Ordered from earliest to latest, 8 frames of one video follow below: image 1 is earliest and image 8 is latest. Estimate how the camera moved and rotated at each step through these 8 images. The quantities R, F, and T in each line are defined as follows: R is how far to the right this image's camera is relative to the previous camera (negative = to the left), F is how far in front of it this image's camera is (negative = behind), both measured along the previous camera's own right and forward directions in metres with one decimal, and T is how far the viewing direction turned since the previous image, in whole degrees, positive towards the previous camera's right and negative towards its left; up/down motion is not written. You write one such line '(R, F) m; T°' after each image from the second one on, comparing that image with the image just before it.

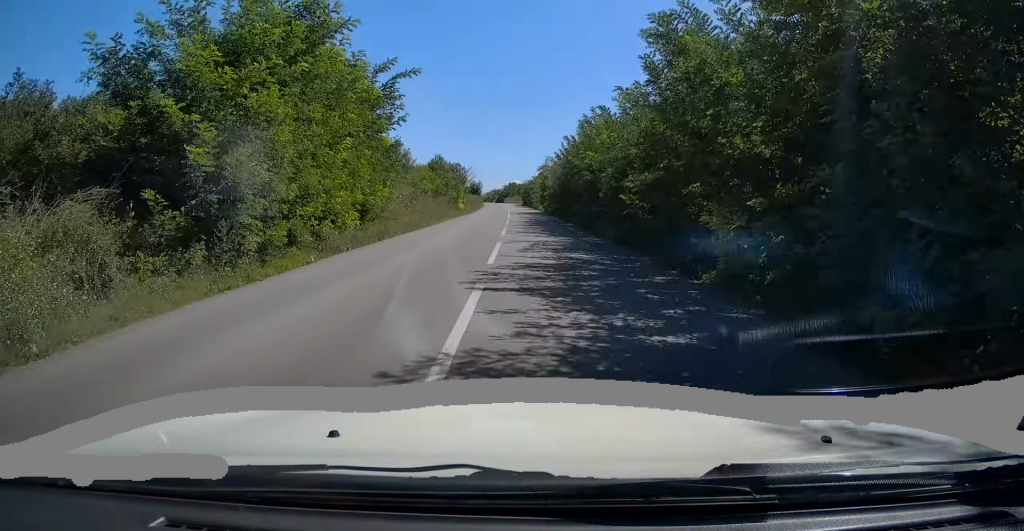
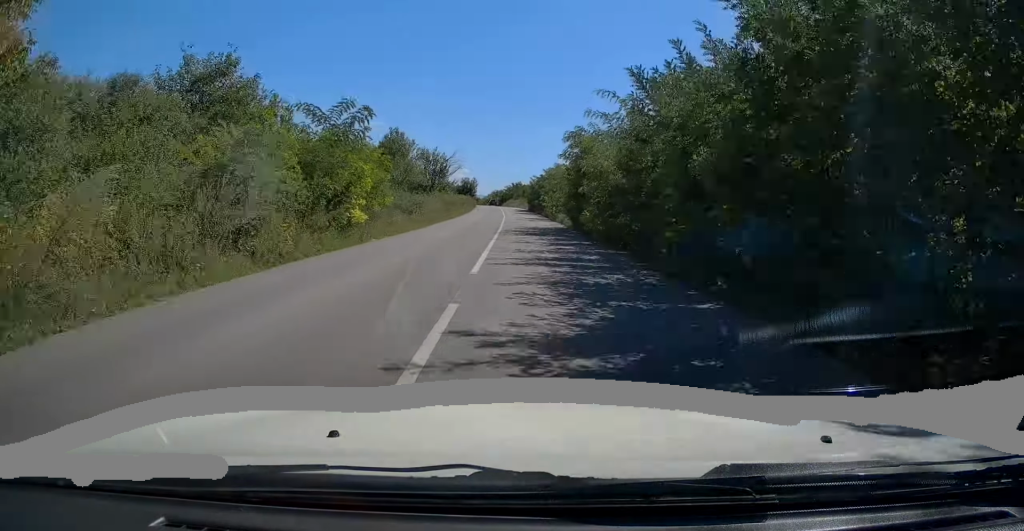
(-0.1, +27.9) m; 0°
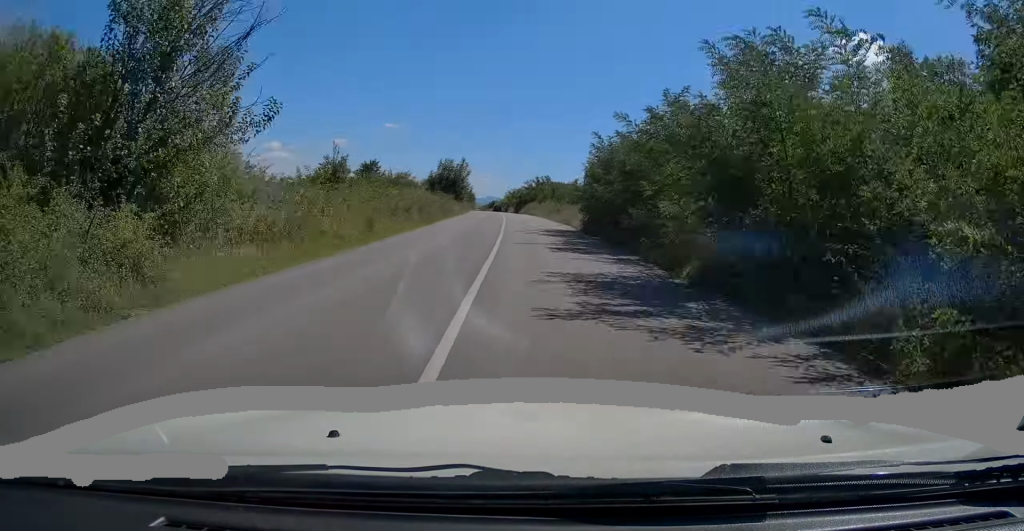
(-0.6, +49.4) m; -2°
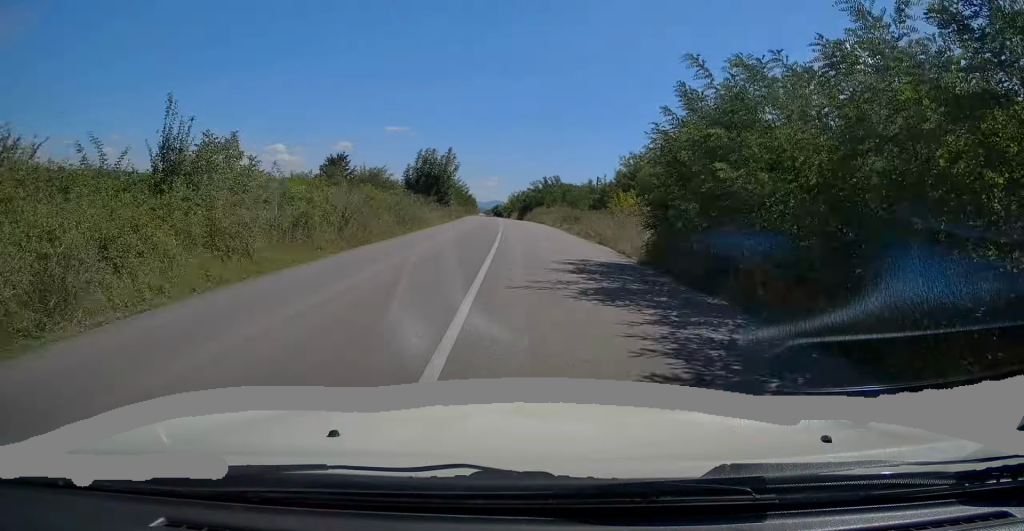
(+0.1, +13.0) m; -1°
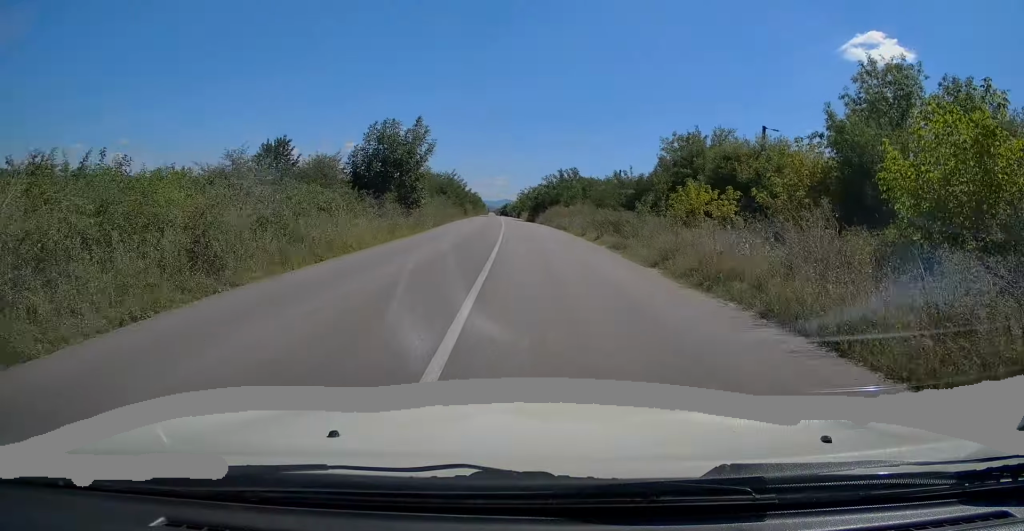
(-0.2, +14.7) m; 0°
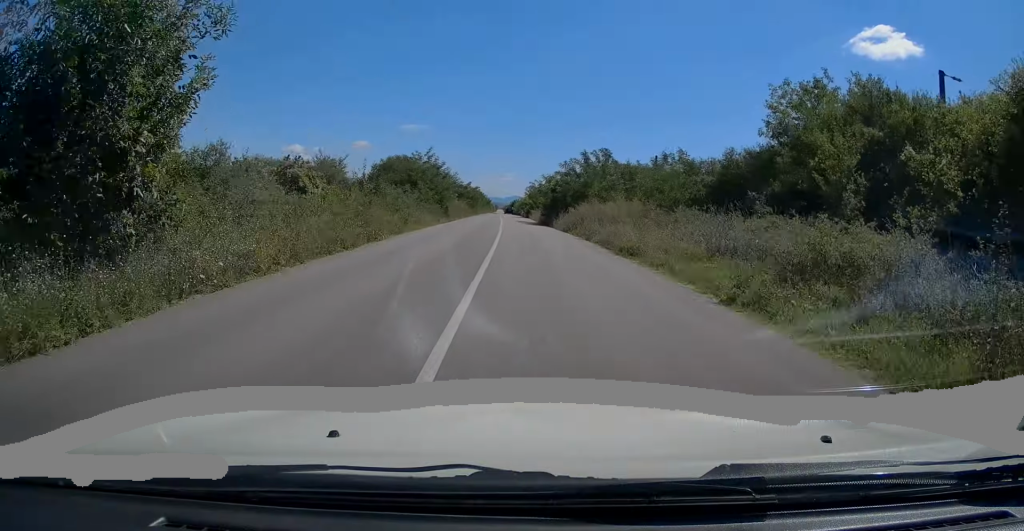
(0.0, +19.6) m; -1°
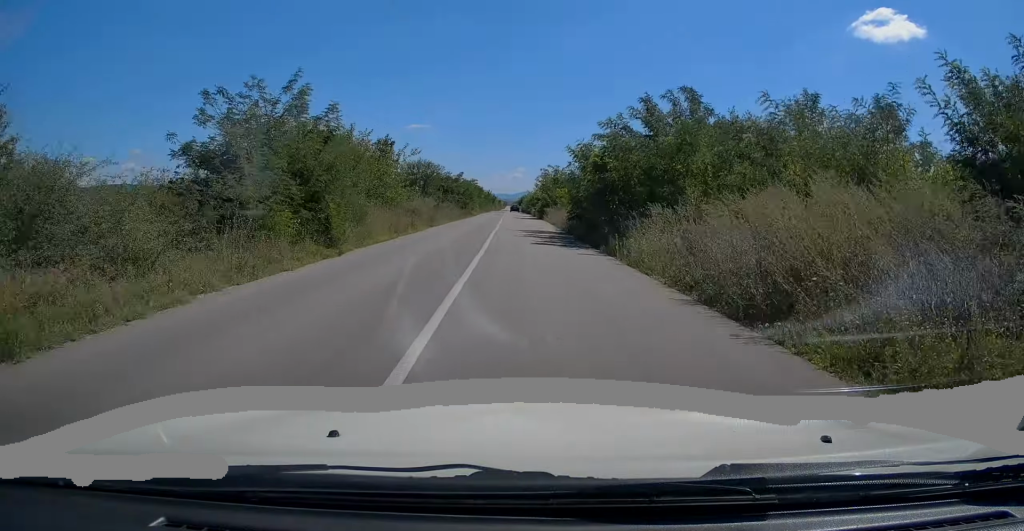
(-0.2, +23.7) m; -1°
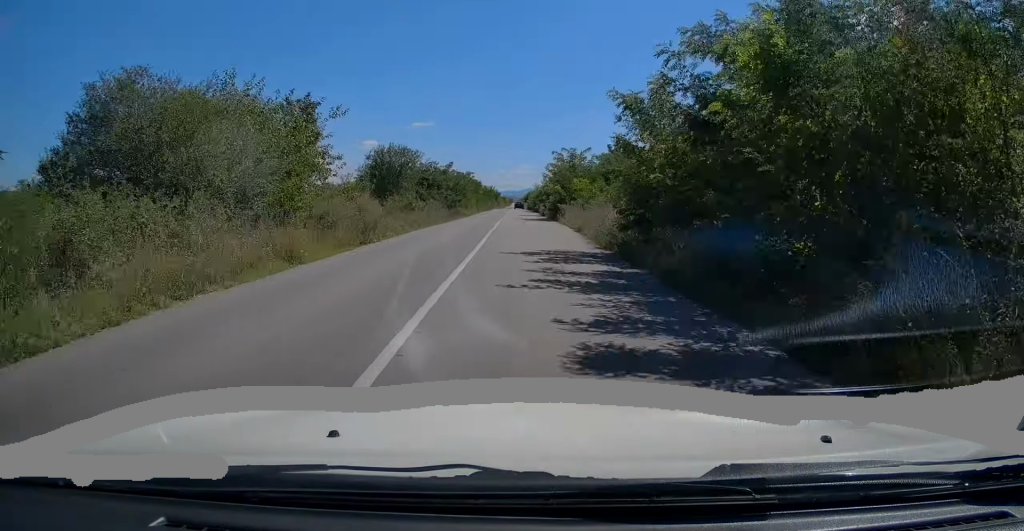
(-0.1, +14.3) m; -1°
